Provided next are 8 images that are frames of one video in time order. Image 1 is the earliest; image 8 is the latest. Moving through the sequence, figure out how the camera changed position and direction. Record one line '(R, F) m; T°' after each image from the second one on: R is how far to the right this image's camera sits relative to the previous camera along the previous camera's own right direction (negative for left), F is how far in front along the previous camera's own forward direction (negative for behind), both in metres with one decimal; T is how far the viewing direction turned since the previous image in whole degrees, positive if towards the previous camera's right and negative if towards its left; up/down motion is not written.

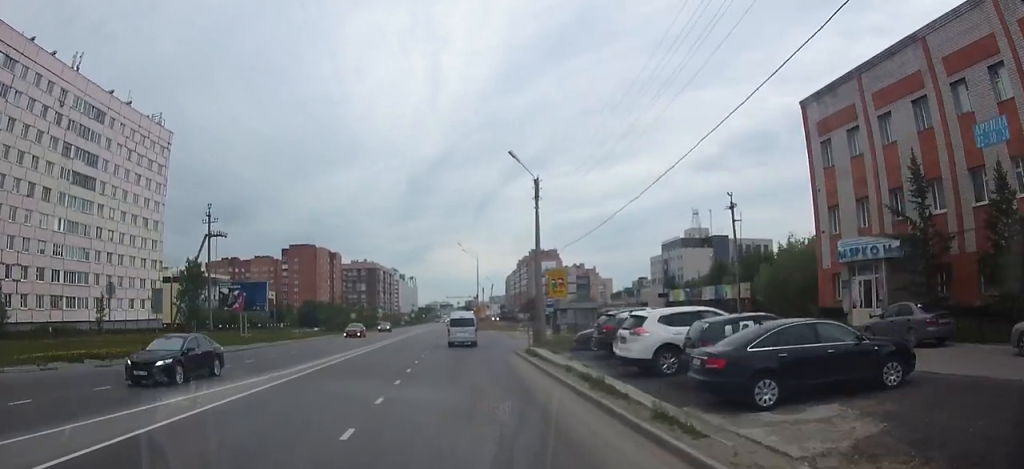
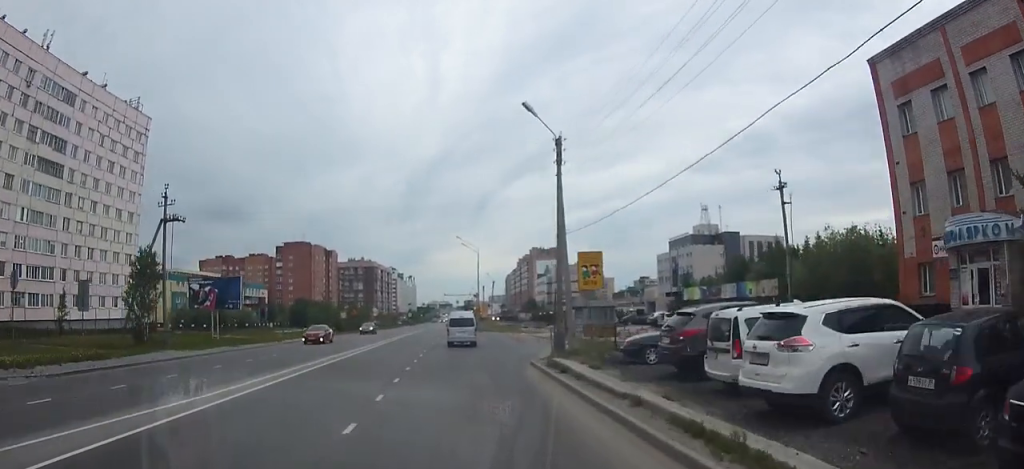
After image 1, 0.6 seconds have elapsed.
(0.0, +5.5) m; 0°
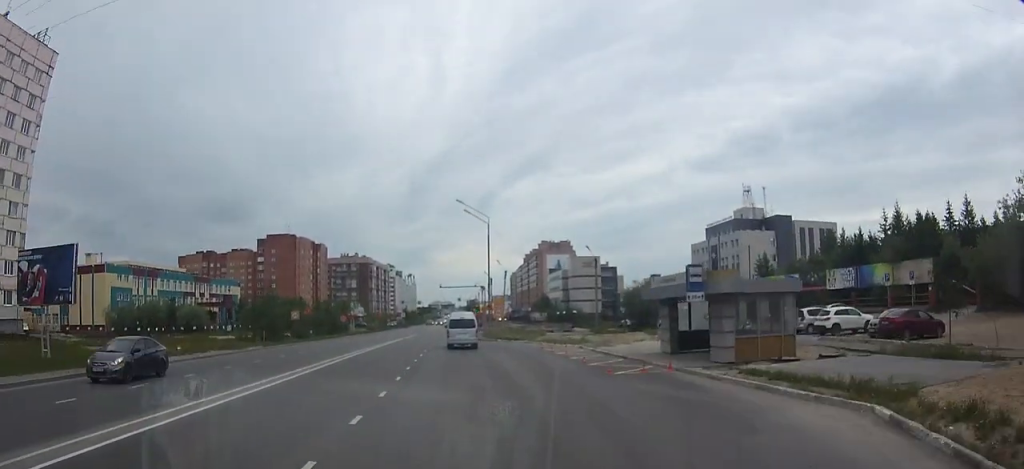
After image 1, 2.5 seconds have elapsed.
(-0.1, +23.1) m; 0°
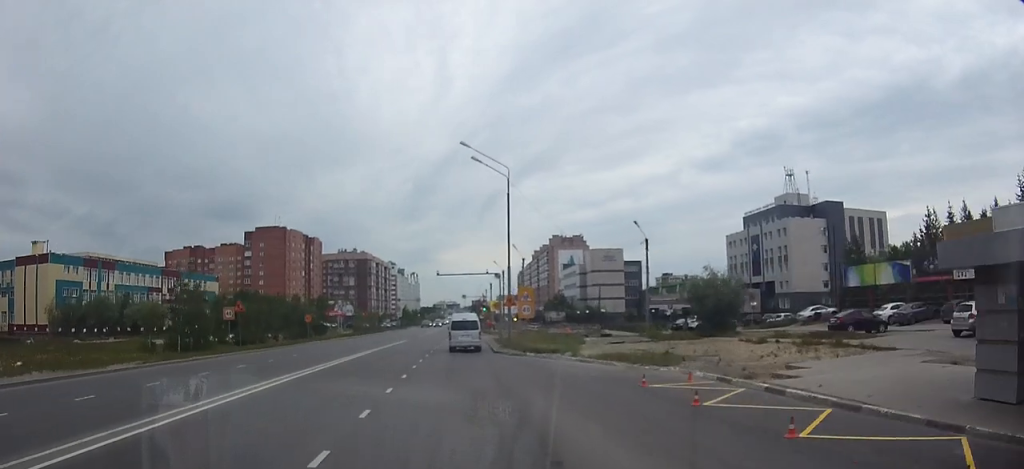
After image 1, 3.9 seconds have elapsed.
(0.0, +18.7) m; 0°
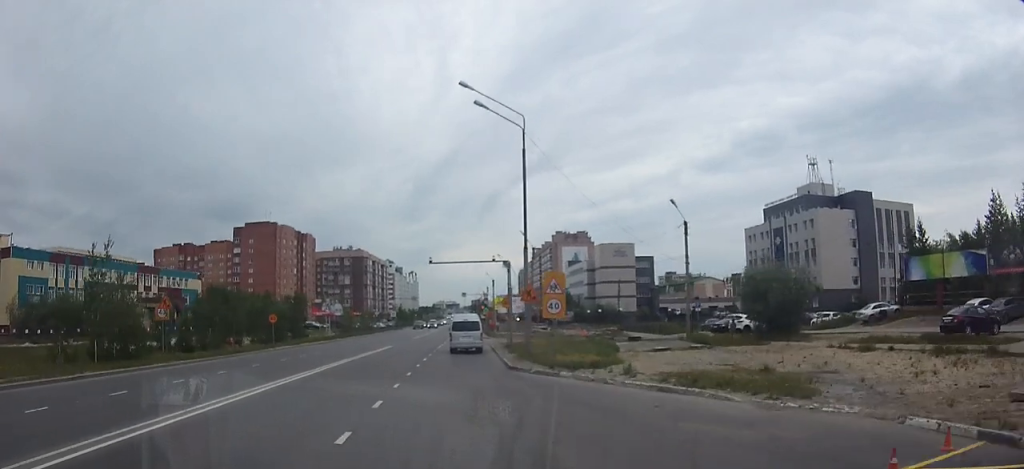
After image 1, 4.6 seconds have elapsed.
(0.0, +10.3) m; 0°
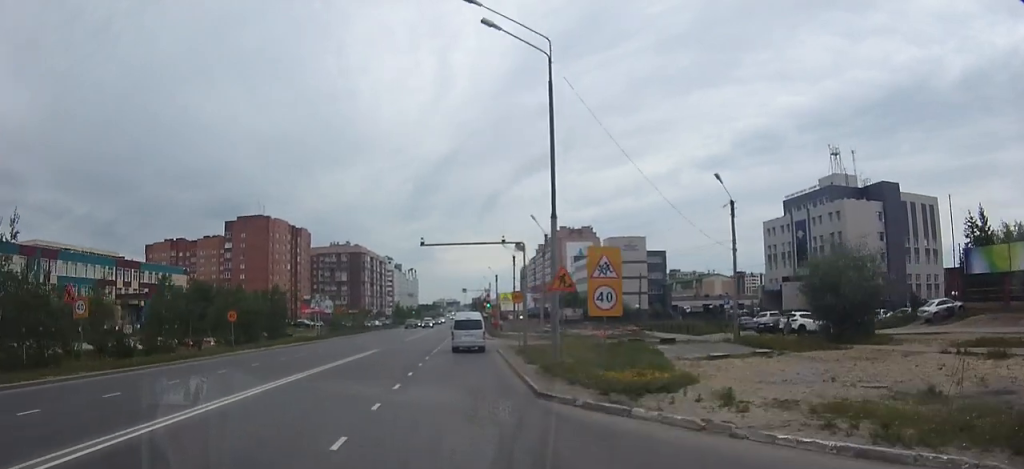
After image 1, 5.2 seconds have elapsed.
(0.0, +8.5) m; 0°
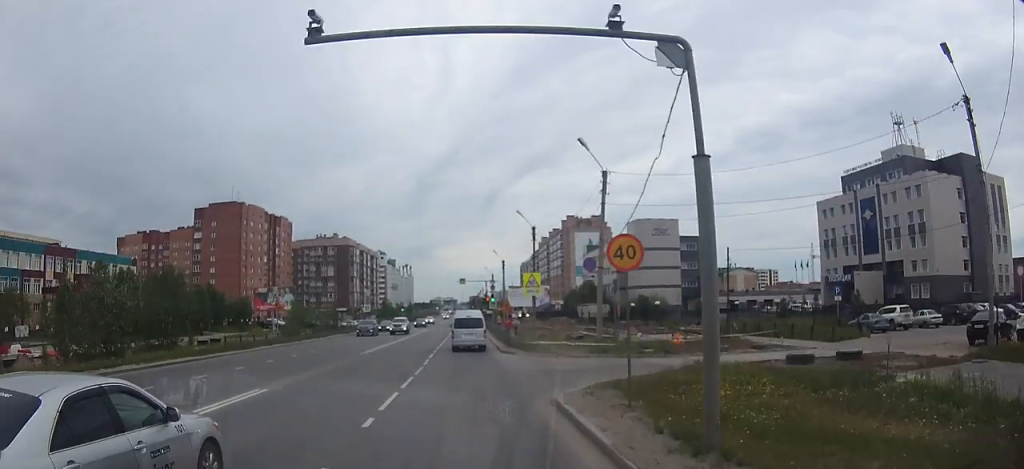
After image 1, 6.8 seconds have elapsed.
(-0.1, +22.6) m; 0°
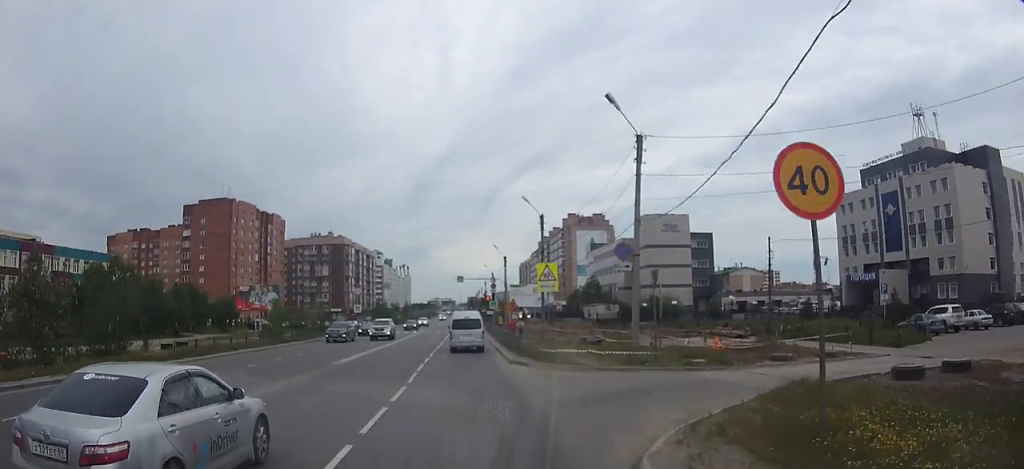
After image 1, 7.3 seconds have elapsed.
(0.0, +6.7) m; 0°
